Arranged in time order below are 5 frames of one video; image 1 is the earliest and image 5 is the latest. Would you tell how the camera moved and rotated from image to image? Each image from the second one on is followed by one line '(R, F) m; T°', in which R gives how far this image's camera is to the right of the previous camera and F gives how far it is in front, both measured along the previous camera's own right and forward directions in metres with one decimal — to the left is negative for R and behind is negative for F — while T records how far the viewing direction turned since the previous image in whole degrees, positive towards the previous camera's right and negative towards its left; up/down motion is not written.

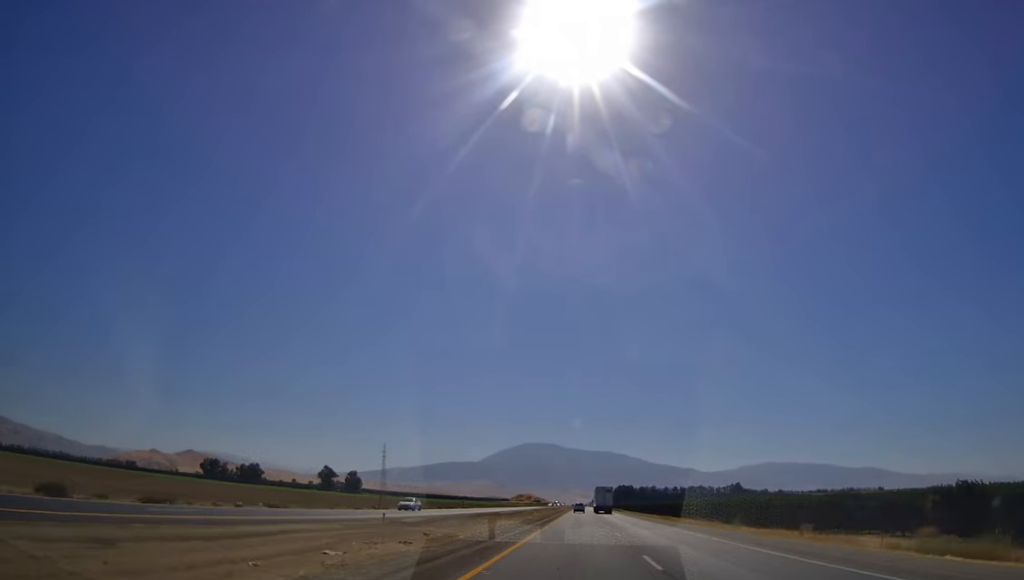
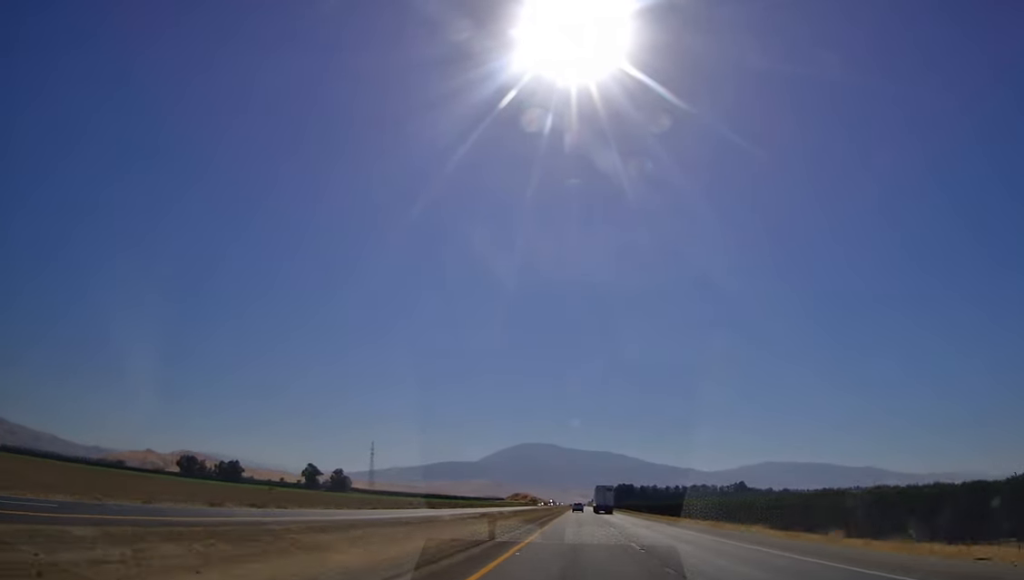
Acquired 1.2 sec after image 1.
(0.0, +38.6) m; 0°
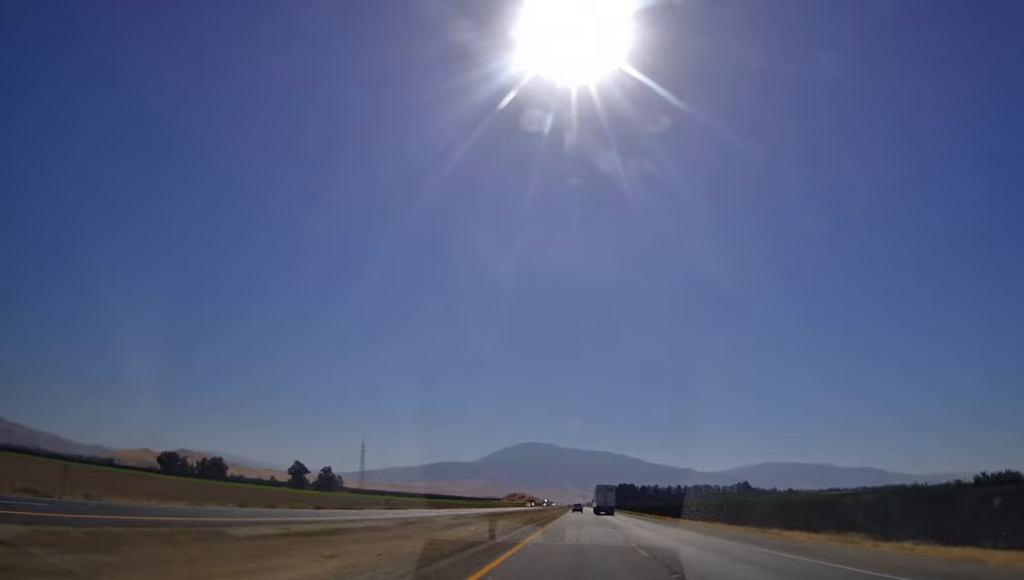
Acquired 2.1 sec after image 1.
(+0.1, +30.2) m; 0°
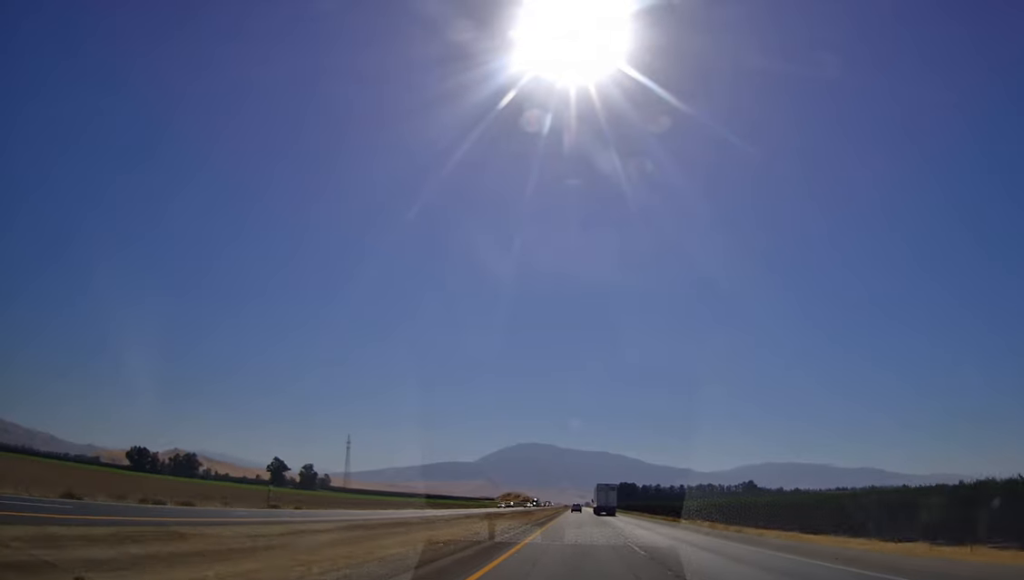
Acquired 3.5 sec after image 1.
(+0.1, +43.7) m; 0°
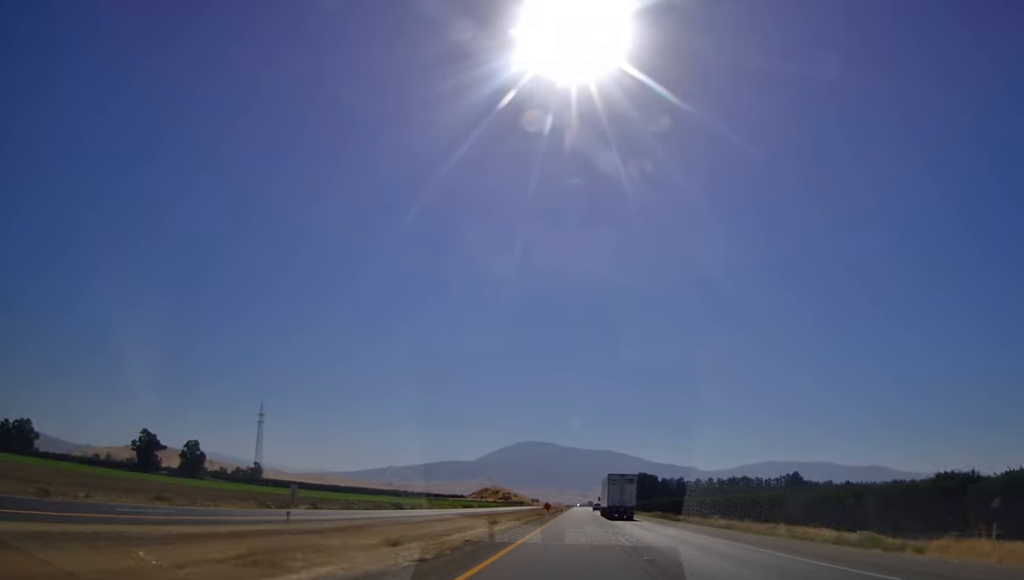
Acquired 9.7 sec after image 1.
(+0.6, +204.5) m; 0°
